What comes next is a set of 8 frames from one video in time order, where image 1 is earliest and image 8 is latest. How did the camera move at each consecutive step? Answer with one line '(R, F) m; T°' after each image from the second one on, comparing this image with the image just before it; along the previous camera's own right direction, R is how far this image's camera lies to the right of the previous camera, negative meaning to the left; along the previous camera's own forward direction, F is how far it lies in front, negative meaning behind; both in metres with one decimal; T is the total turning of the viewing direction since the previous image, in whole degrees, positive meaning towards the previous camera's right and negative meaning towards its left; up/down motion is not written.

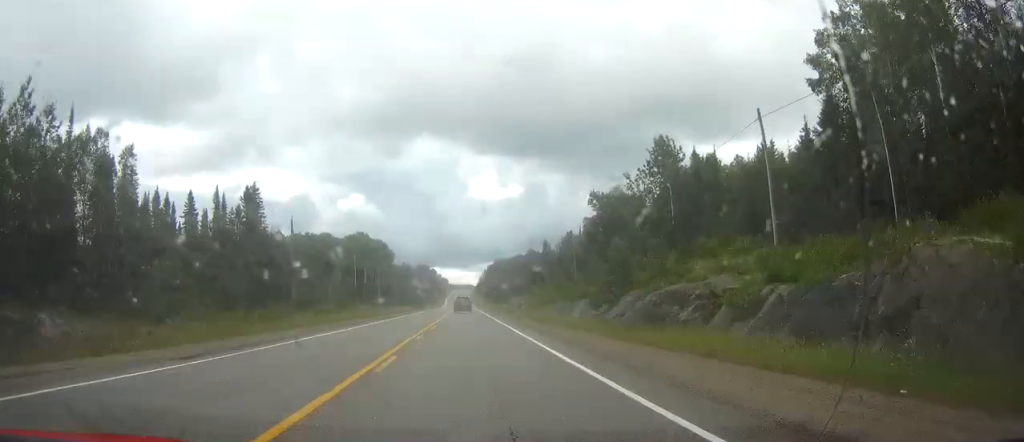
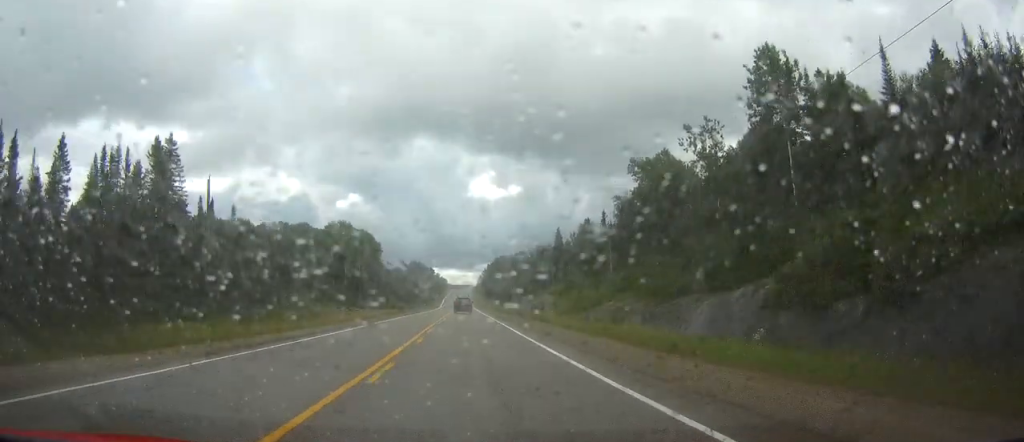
(+0.1, +29.3) m; 0°
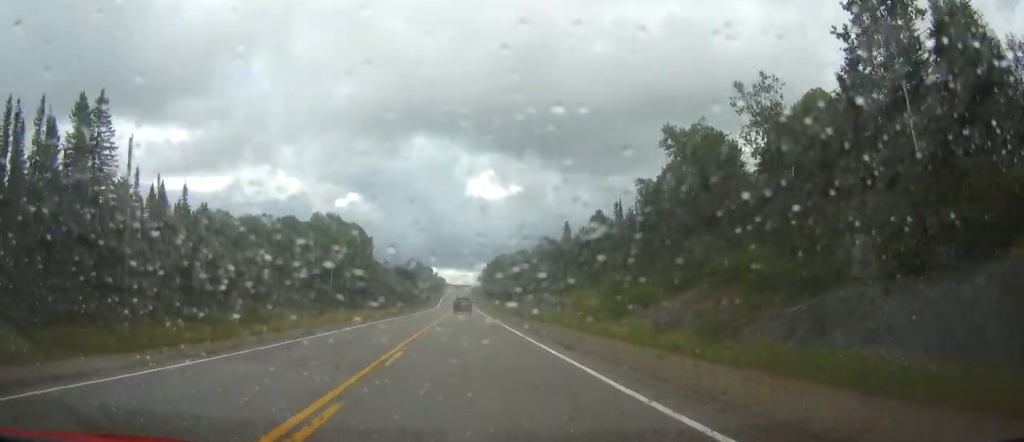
(0.0, +15.3) m; 0°
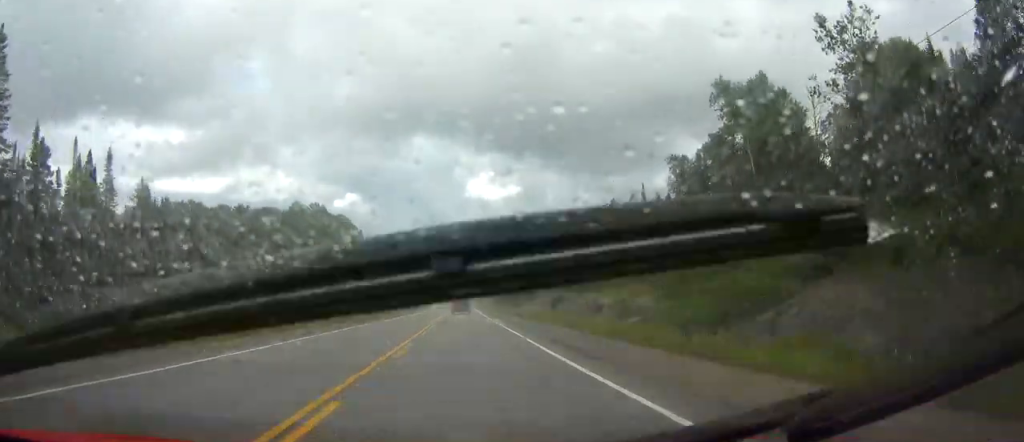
(0.0, +16.4) m; 0°
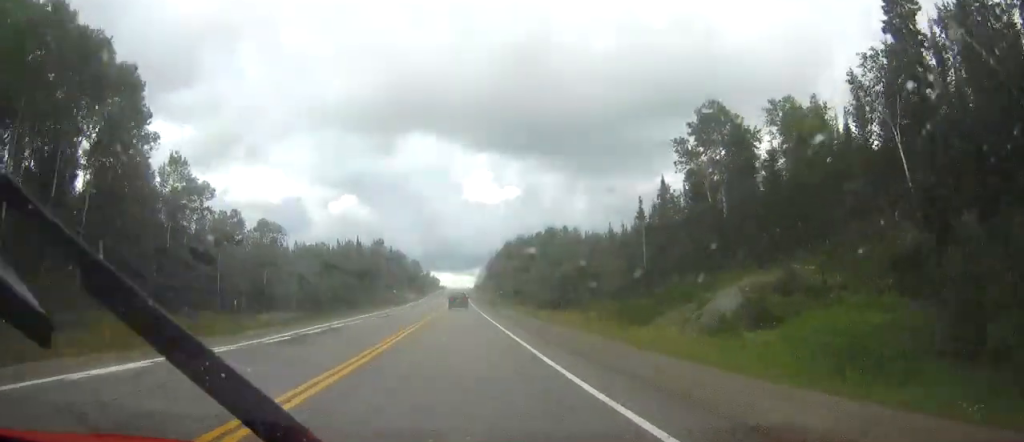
(+0.3, +111.0) m; 0°
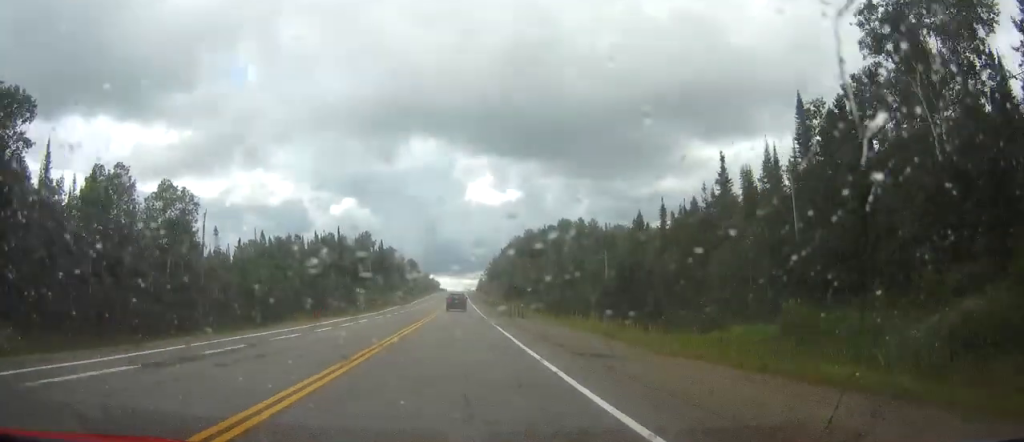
(0.0, +33.2) m; 0°
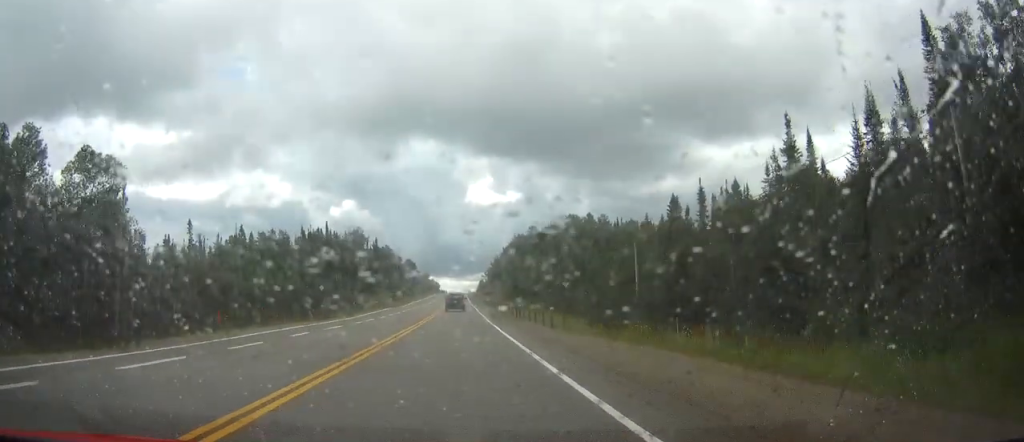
(0.0, +15.5) m; 0°
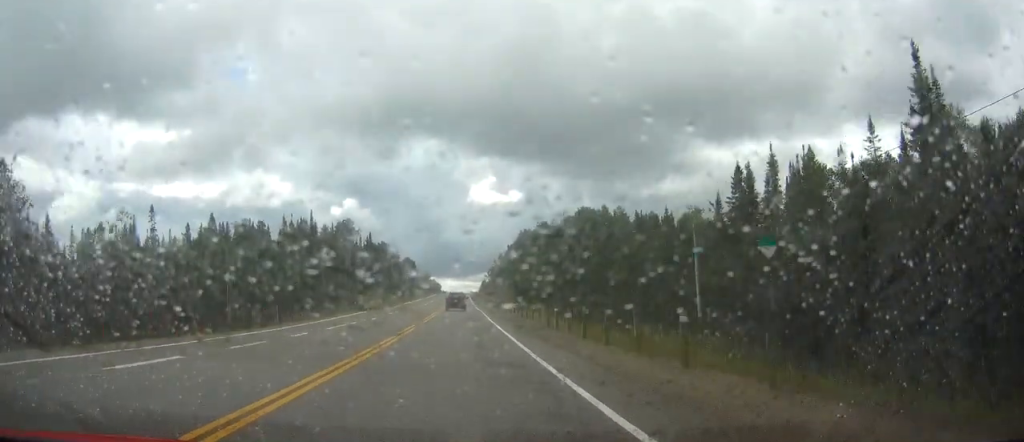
(0.0, +18.8) m; 0°
